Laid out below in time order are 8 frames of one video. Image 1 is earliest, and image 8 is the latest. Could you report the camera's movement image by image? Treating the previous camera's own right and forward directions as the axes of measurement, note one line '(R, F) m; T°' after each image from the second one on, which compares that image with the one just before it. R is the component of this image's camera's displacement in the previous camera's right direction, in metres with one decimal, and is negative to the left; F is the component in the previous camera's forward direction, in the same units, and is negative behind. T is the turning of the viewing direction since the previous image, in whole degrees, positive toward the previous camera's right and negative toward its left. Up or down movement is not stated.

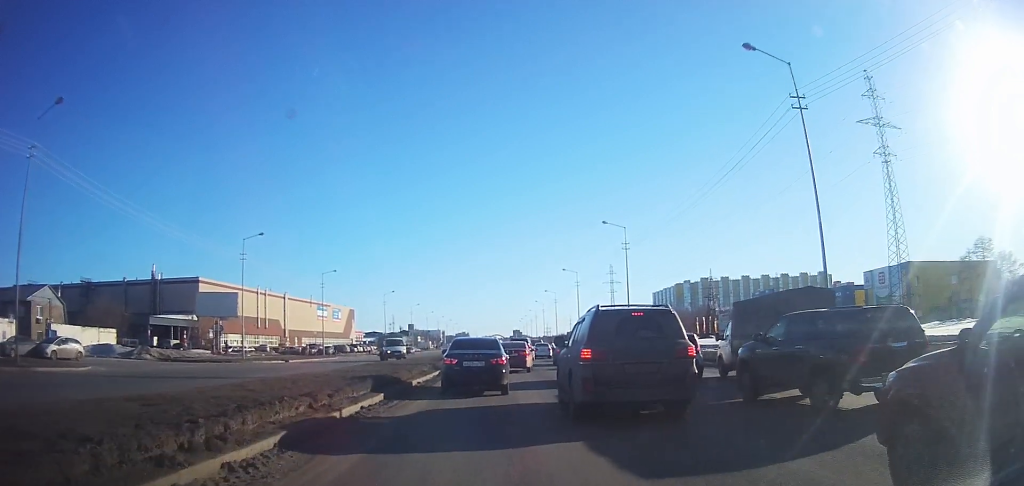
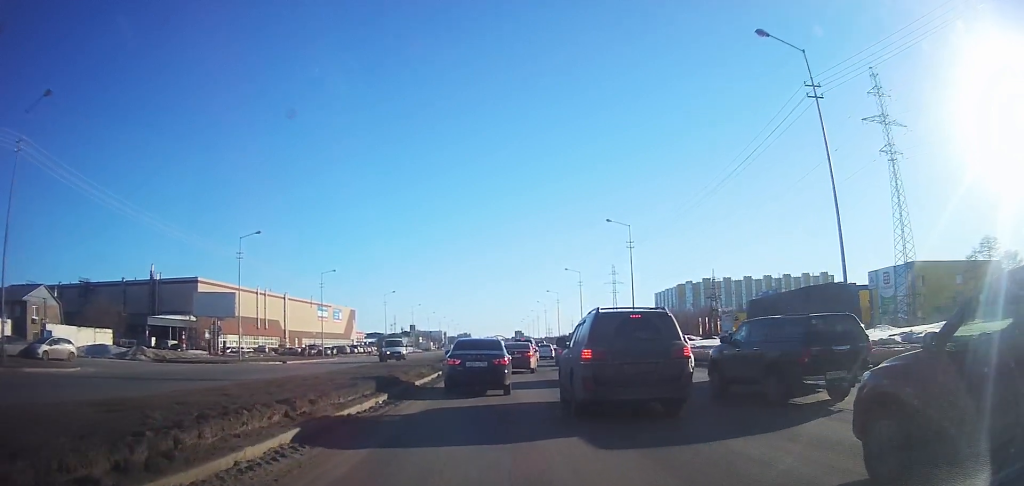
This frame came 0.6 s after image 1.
(0.0, +1.3) m; 0°
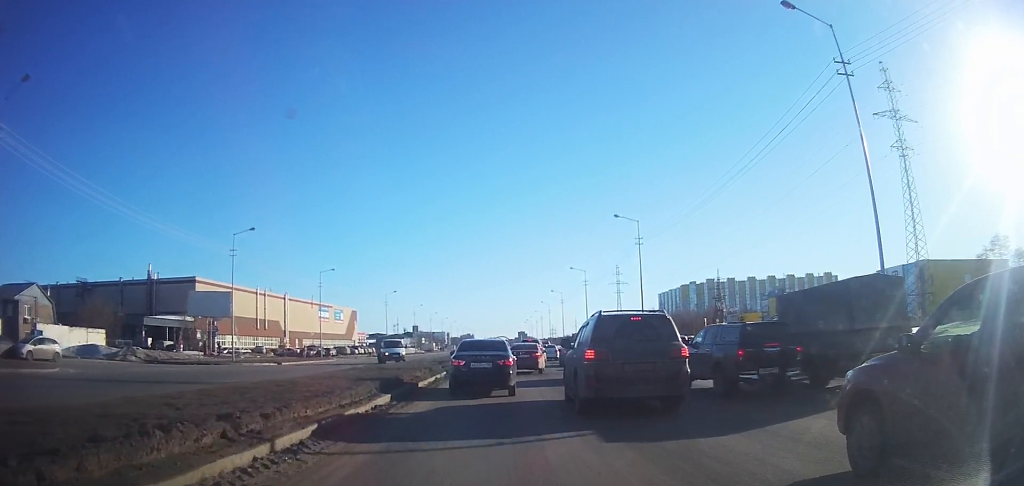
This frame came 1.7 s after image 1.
(0.0, +2.3) m; 0°
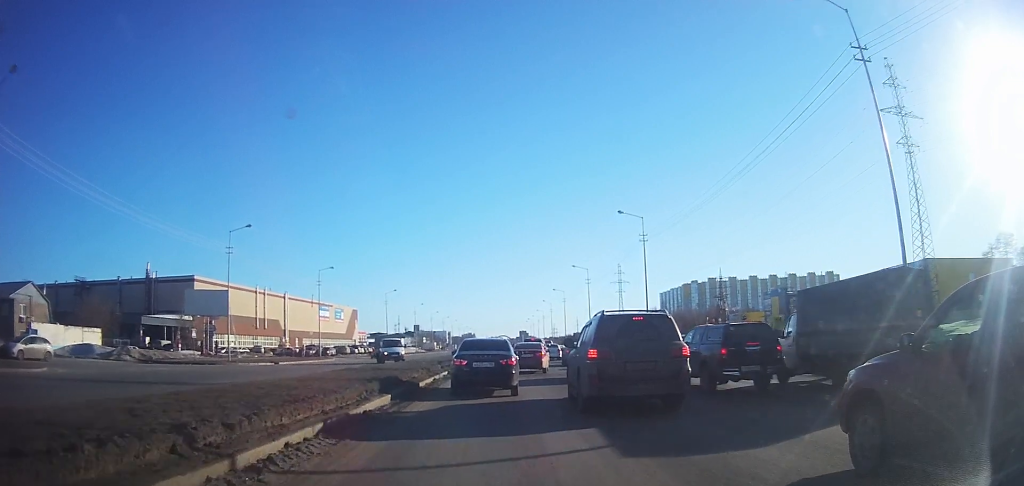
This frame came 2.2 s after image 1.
(0.0, +1.2) m; 0°
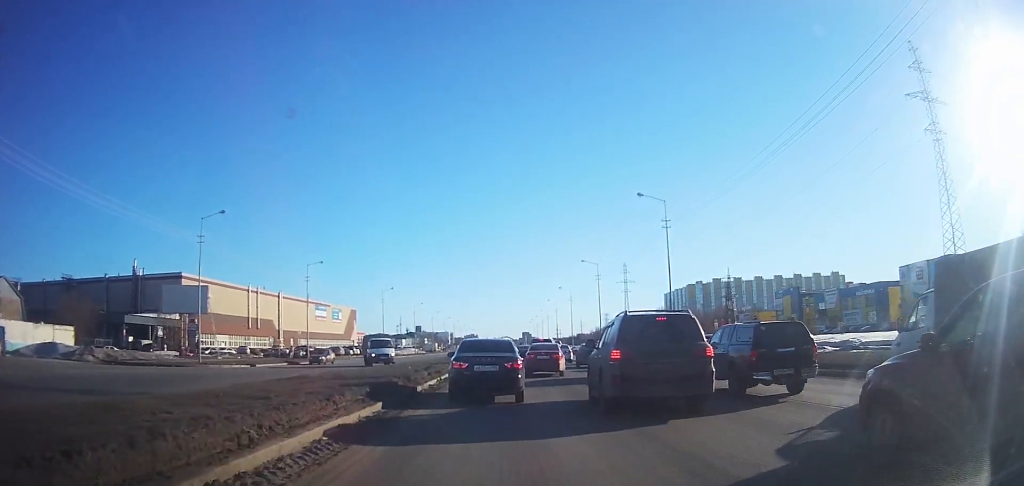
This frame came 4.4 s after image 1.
(-0.1, +6.1) m; -2°
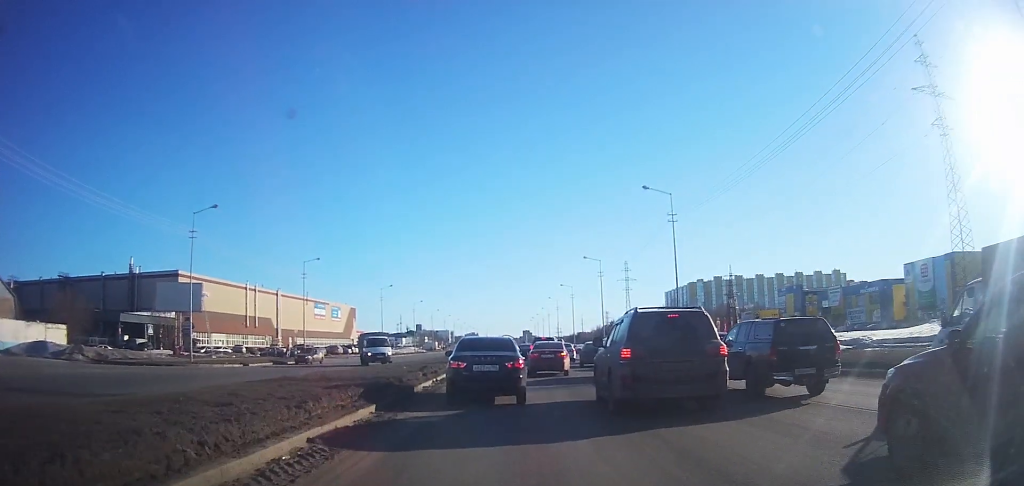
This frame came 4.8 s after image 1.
(0.0, +1.2) m; 0°
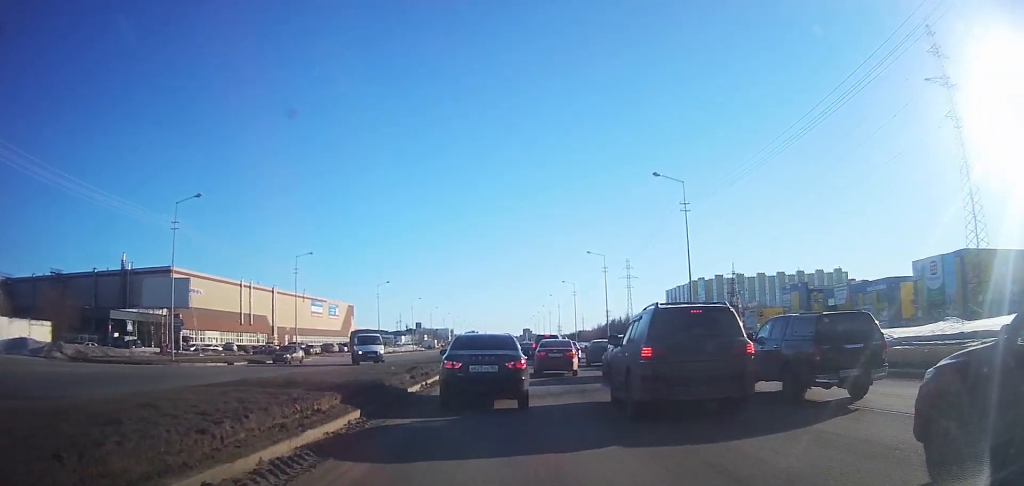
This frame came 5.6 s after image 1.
(0.0, +2.5) m; 0°
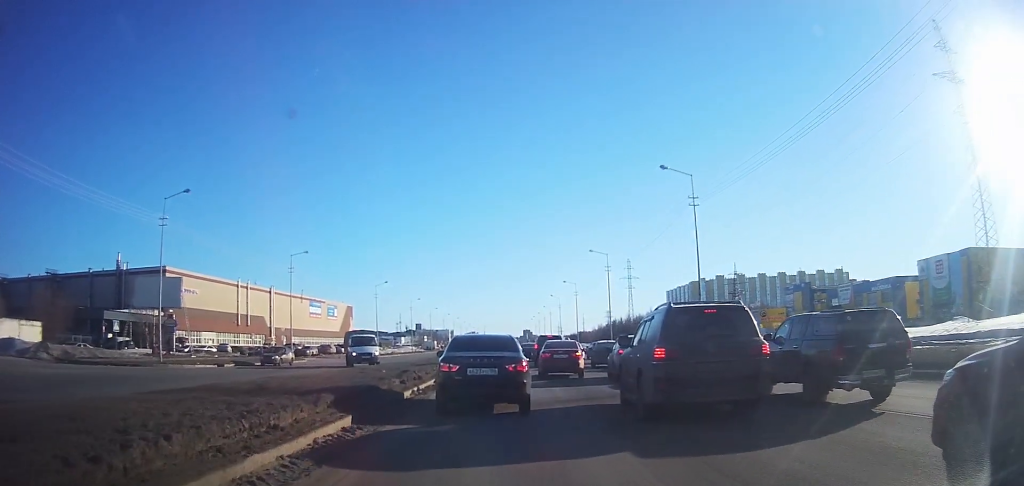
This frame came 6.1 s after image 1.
(0.0, +1.8) m; 0°
